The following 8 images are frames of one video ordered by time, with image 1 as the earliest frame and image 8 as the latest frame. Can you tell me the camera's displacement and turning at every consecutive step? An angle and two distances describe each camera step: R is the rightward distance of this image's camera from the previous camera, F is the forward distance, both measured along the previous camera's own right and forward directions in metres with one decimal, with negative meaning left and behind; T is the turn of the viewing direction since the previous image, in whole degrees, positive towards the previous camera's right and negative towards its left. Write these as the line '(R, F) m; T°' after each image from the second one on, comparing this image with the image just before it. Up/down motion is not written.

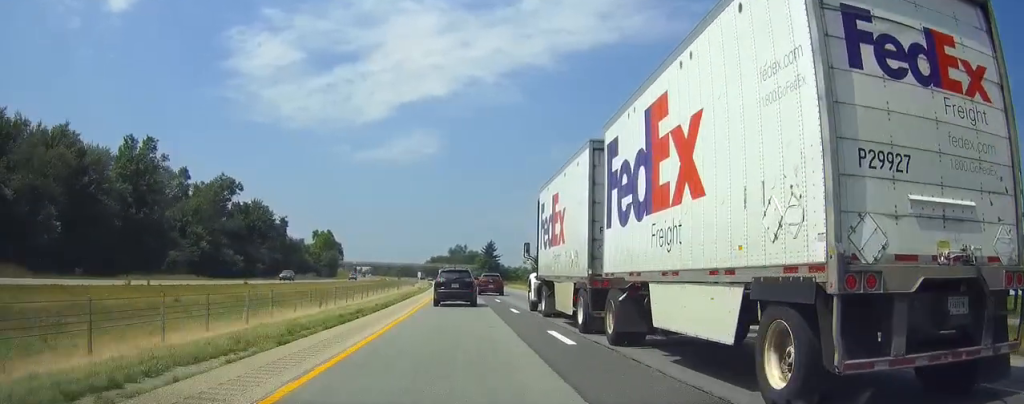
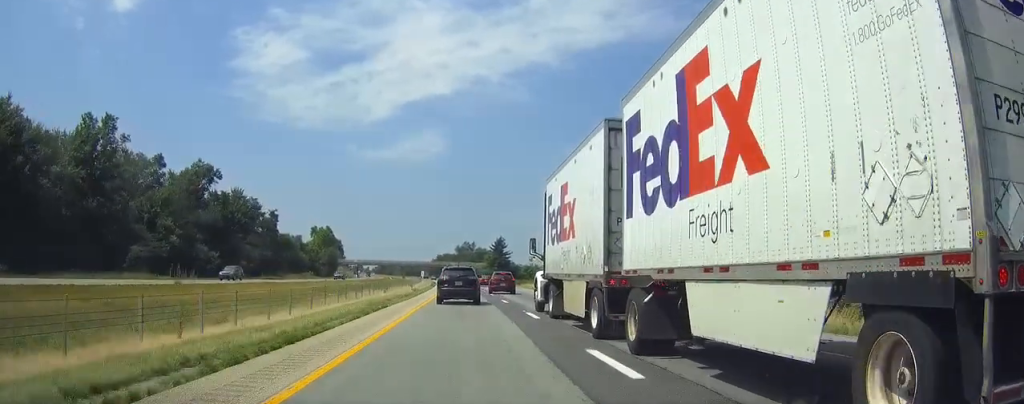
(+0.1, +16.4) m; 0°
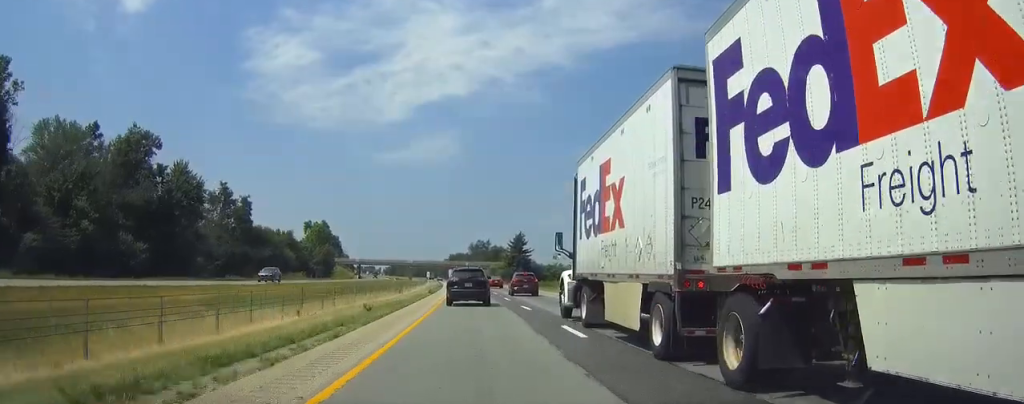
(-0.4, +30.7) m; -1°
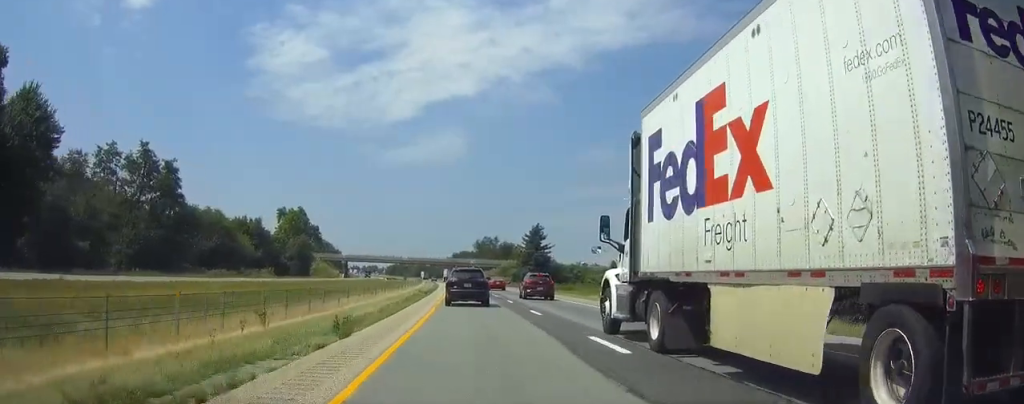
(-0.4, +39.4) m; -1°
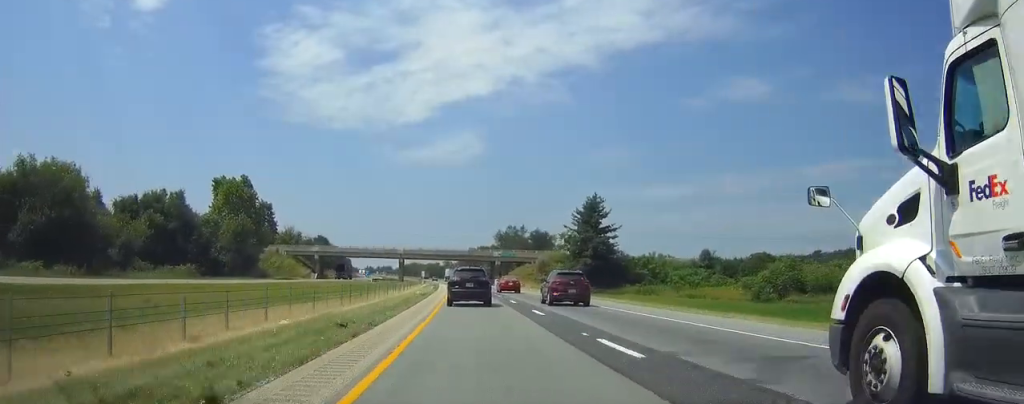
(-0.6, +61.4) m; -1°
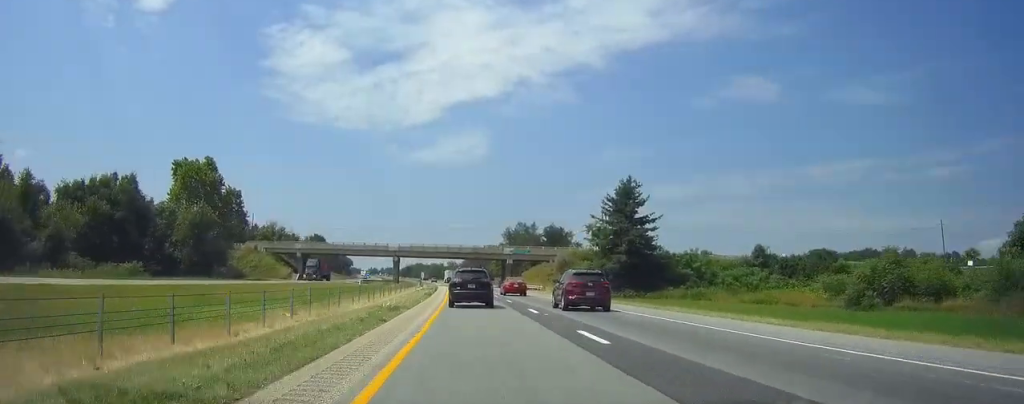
(-0.1, +21.9) m; 0°
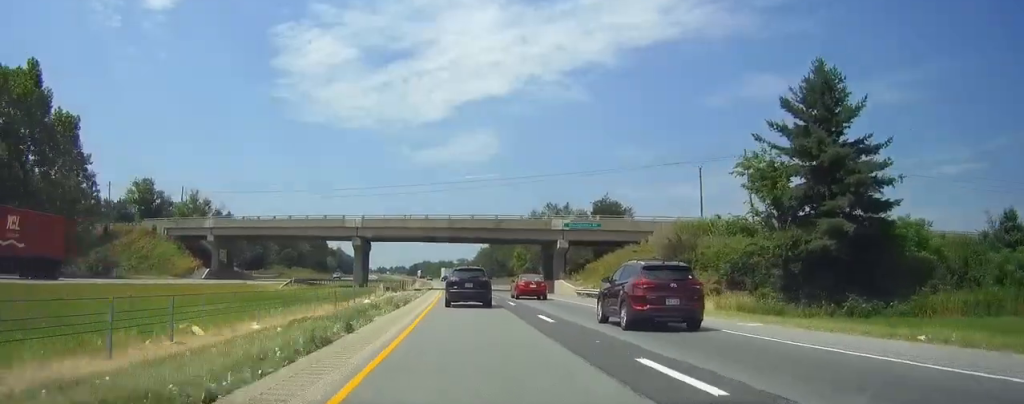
(-0.4, +54.6) m; -1°
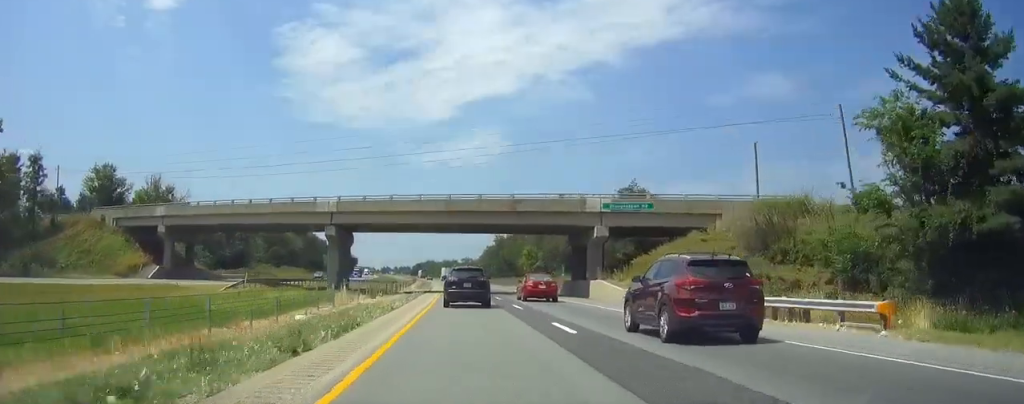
(+0.1, +16.3) m; 0°
